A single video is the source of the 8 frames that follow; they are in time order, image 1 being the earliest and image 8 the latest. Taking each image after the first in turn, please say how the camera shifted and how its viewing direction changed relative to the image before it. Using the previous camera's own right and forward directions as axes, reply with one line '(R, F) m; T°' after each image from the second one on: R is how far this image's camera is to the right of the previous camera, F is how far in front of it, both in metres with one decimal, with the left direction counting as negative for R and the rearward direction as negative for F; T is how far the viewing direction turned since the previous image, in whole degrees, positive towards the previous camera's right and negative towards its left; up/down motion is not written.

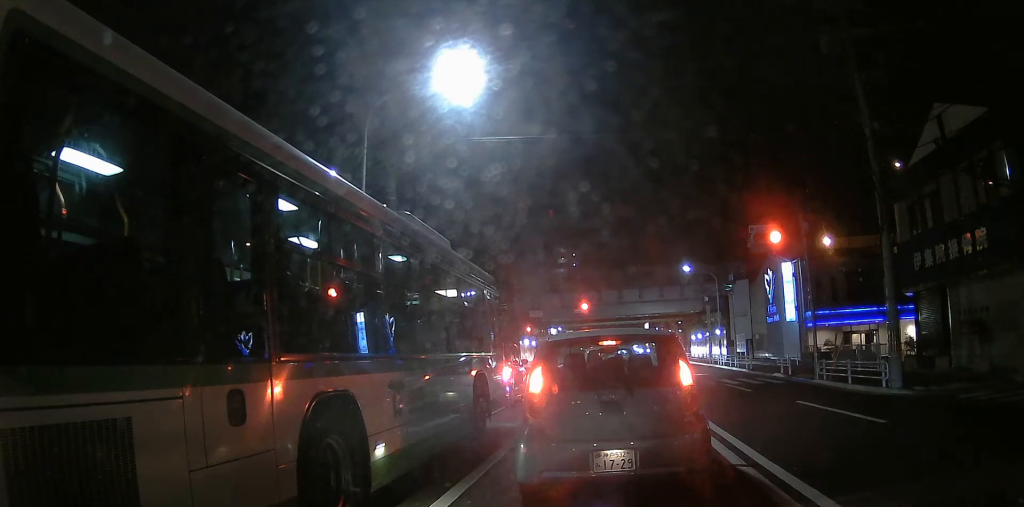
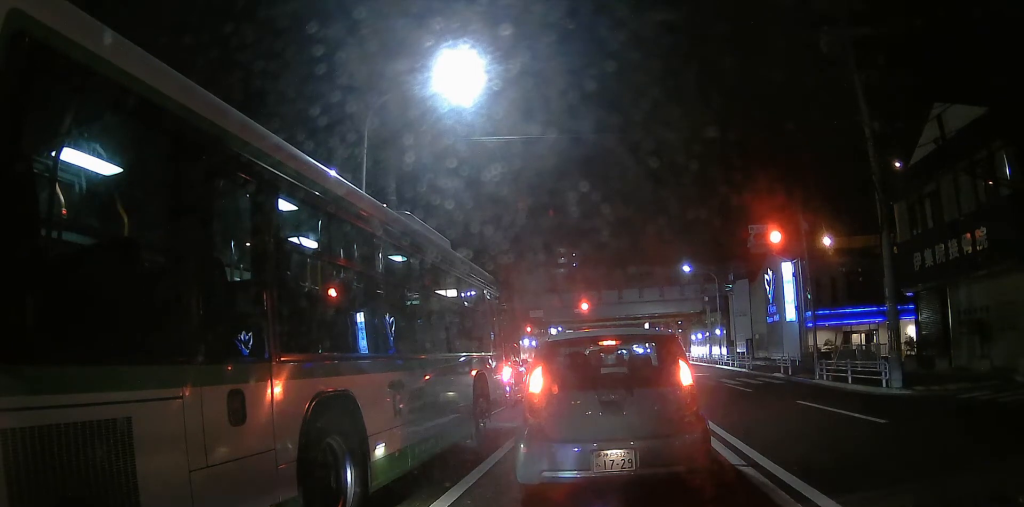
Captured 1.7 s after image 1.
(0.0, 0.0) m; 0°
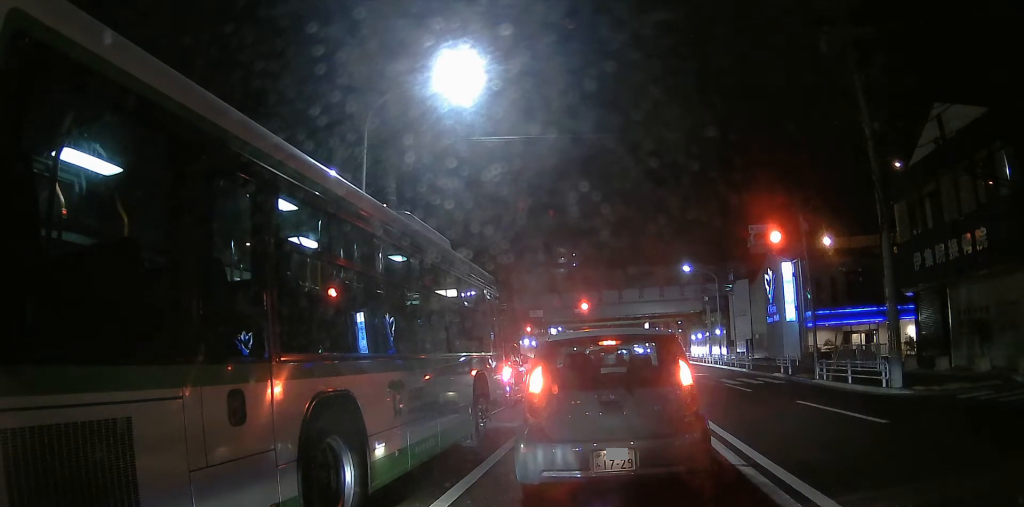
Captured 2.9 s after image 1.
(0.0, 0.0) m; 0°
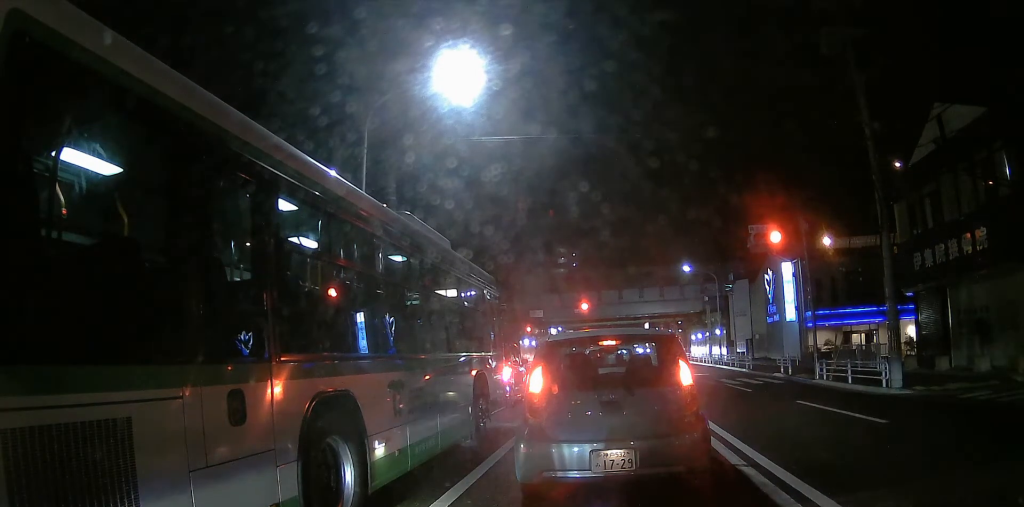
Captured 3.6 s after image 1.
(0.0, 0.0) m; 0°
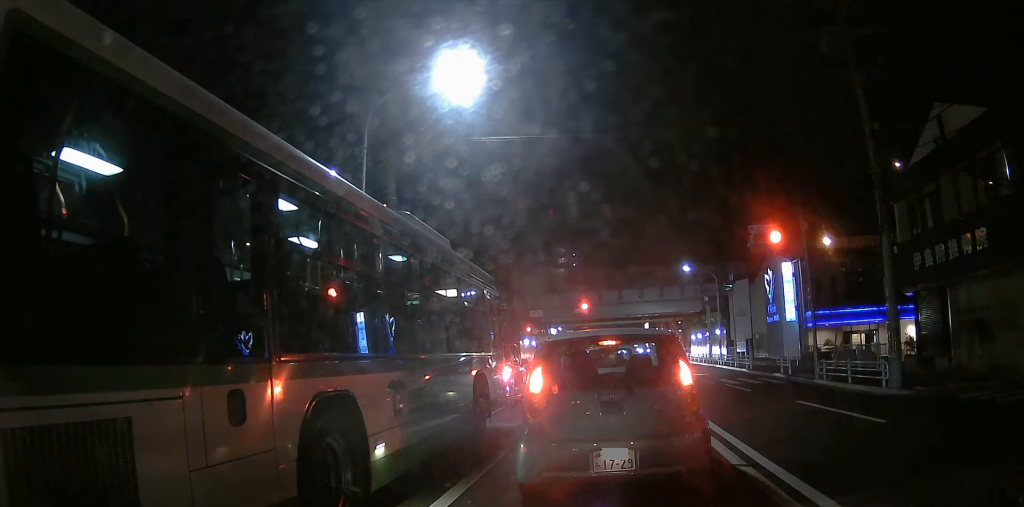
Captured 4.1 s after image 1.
(0.0, 0.0) m; 0°
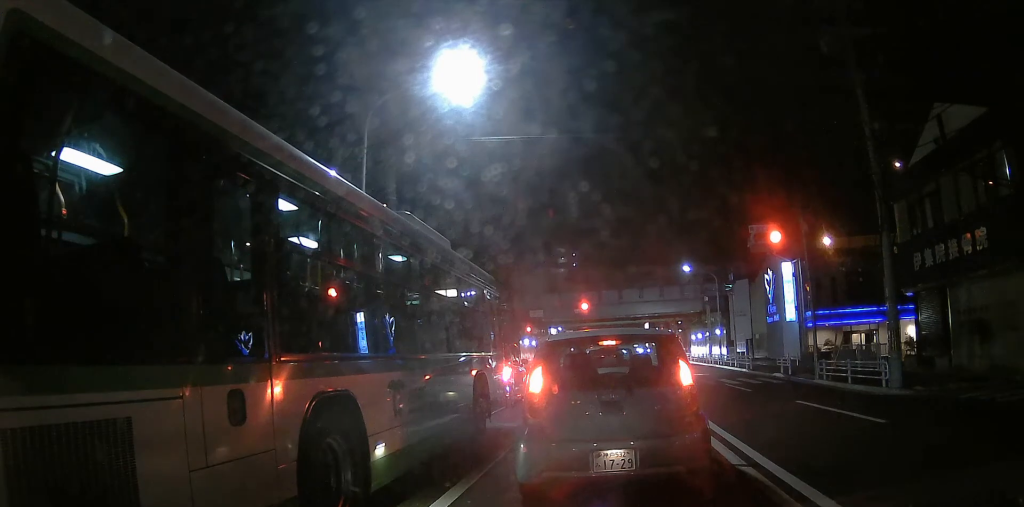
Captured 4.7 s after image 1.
(0.0, 0.0) m; 0°
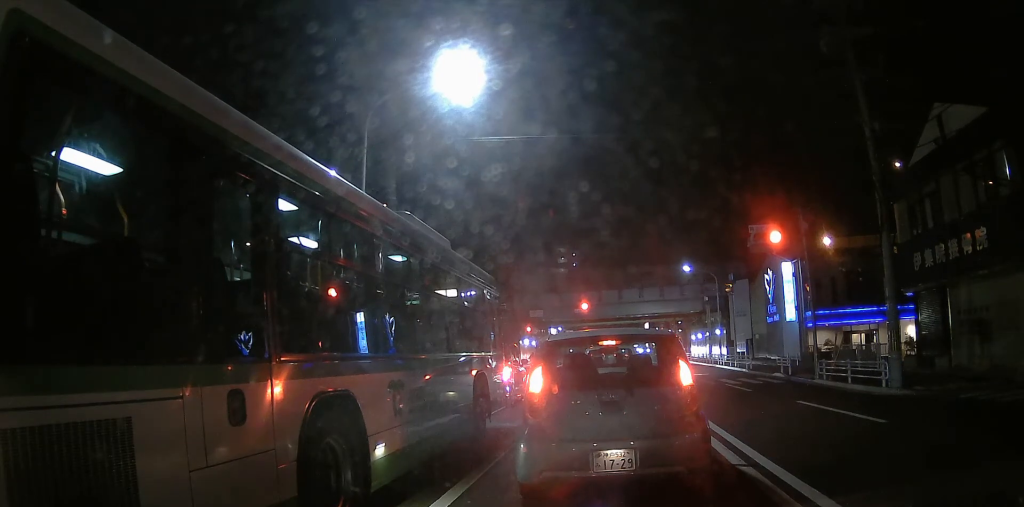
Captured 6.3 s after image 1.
(0.0, 0.0) m; 0°
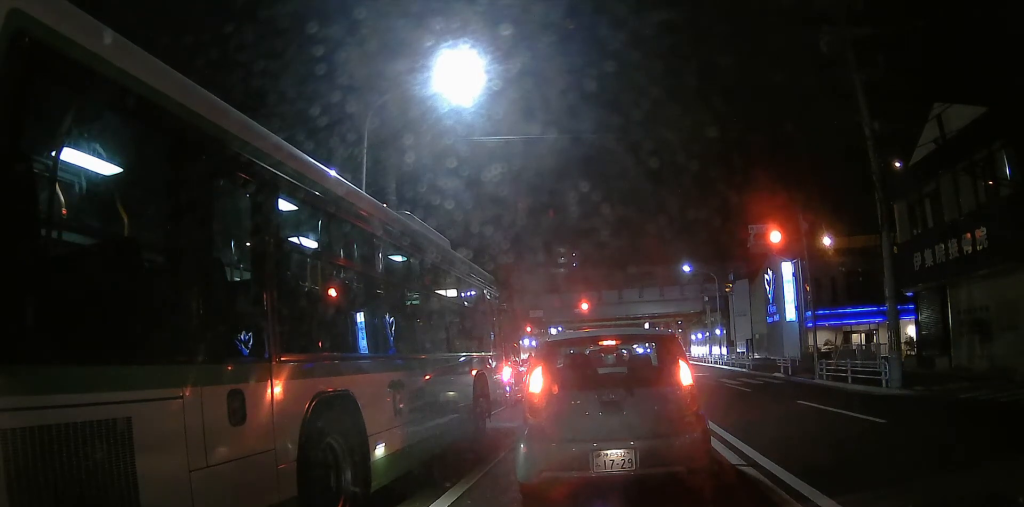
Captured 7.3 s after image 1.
(0.0, 0.0) m; 0°
